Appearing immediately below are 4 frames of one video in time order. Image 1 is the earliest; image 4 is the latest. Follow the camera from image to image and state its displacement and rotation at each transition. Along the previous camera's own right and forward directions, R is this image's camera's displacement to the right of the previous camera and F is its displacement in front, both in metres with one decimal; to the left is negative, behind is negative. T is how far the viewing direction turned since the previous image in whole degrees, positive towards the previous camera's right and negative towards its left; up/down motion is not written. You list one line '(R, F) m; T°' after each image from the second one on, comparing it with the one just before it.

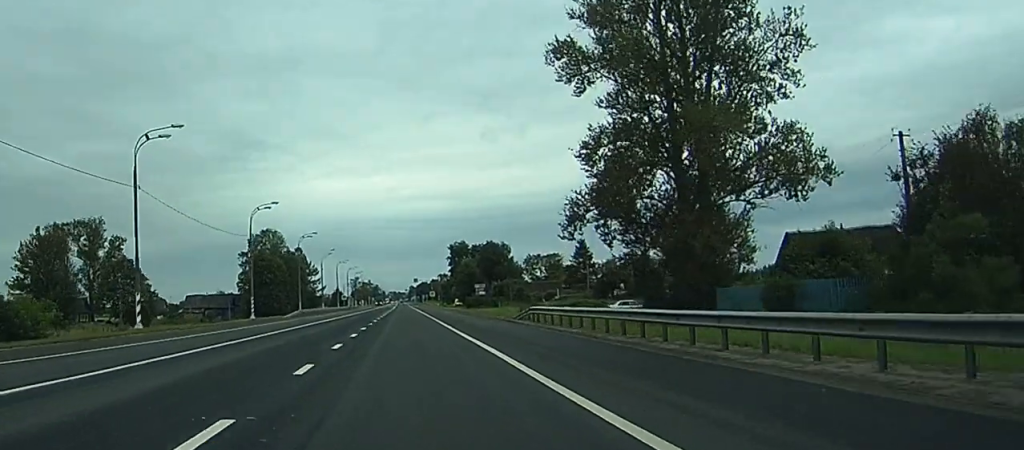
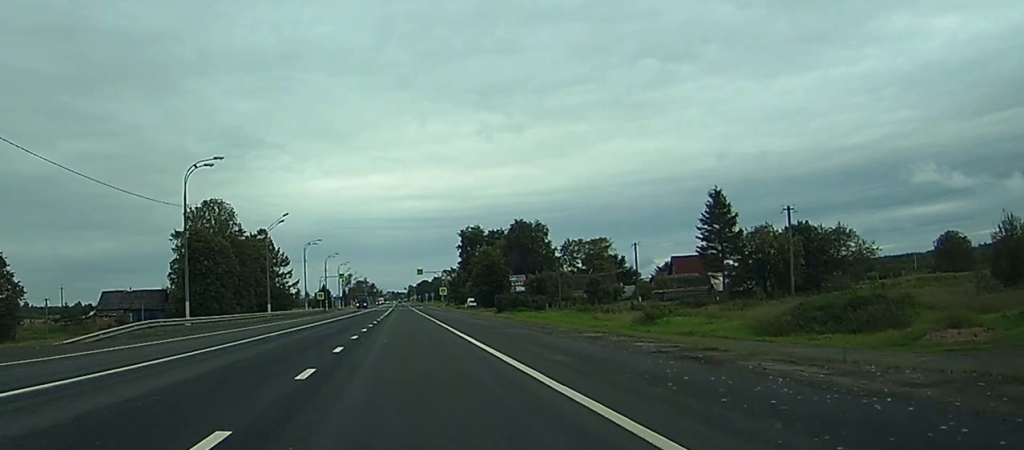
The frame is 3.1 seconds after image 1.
(+0.4, +64.2) m; +1°
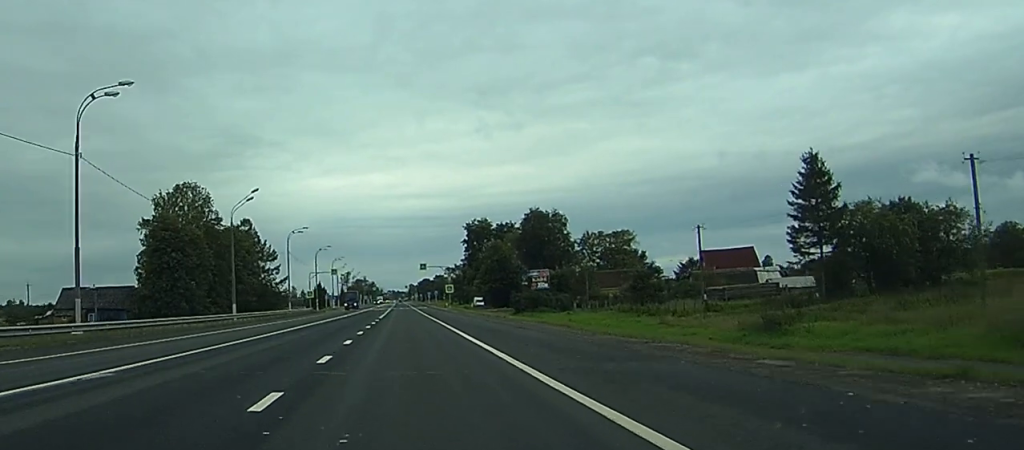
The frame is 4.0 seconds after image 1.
(+0.1, +20.2) m; 0°
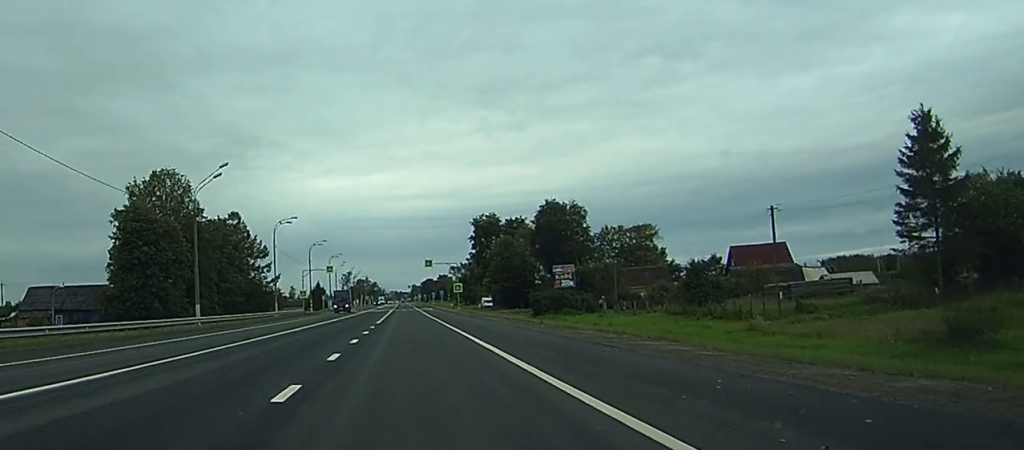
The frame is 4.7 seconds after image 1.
(0.0, +14.7) m; 0°
